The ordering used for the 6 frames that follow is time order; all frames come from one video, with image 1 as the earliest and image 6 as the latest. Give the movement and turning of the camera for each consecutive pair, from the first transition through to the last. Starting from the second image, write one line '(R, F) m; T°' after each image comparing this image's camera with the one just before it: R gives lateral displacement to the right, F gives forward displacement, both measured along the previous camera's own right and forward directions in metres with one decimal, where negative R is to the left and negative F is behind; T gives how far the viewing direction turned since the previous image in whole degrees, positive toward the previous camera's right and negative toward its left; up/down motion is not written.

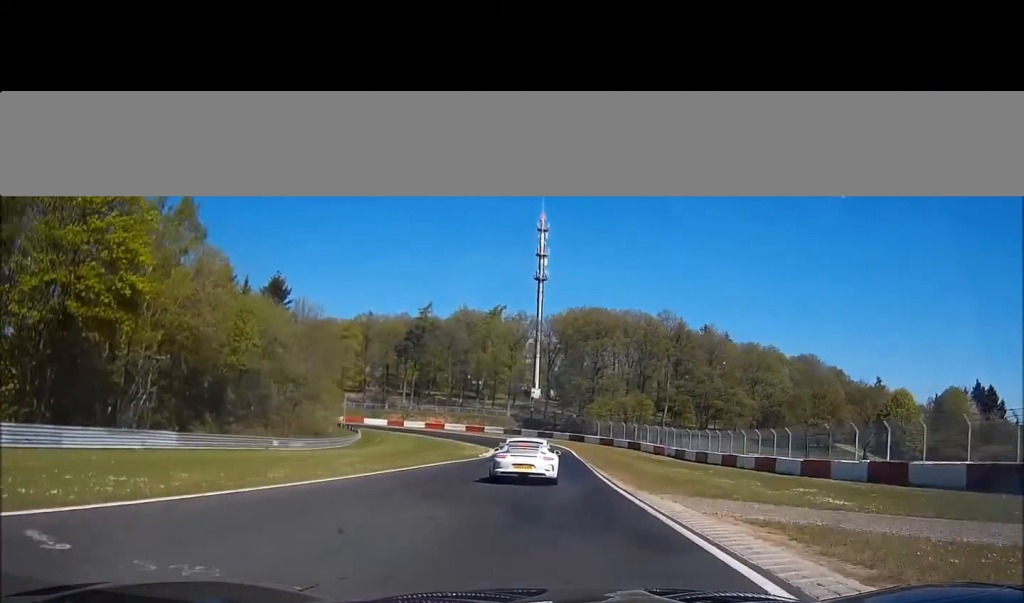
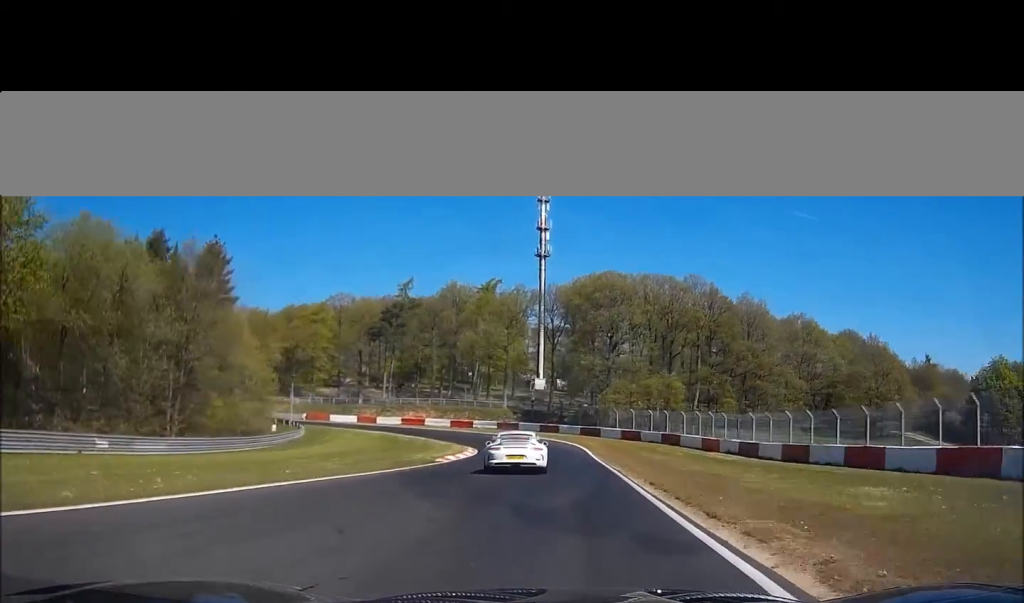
(-1.4, +23.4) m; -3°
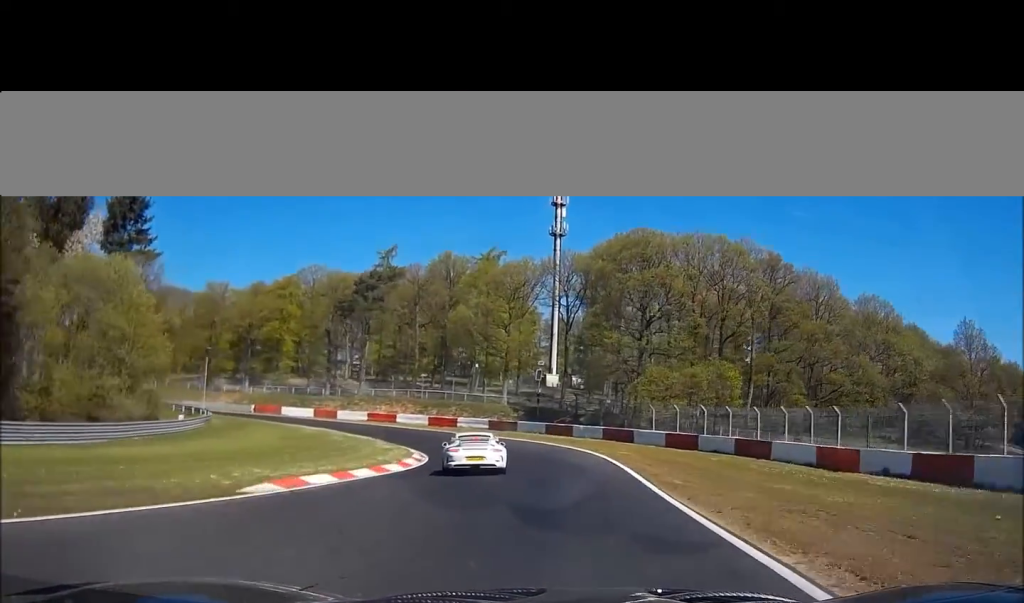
(-0.4, +23.8) m; -1°
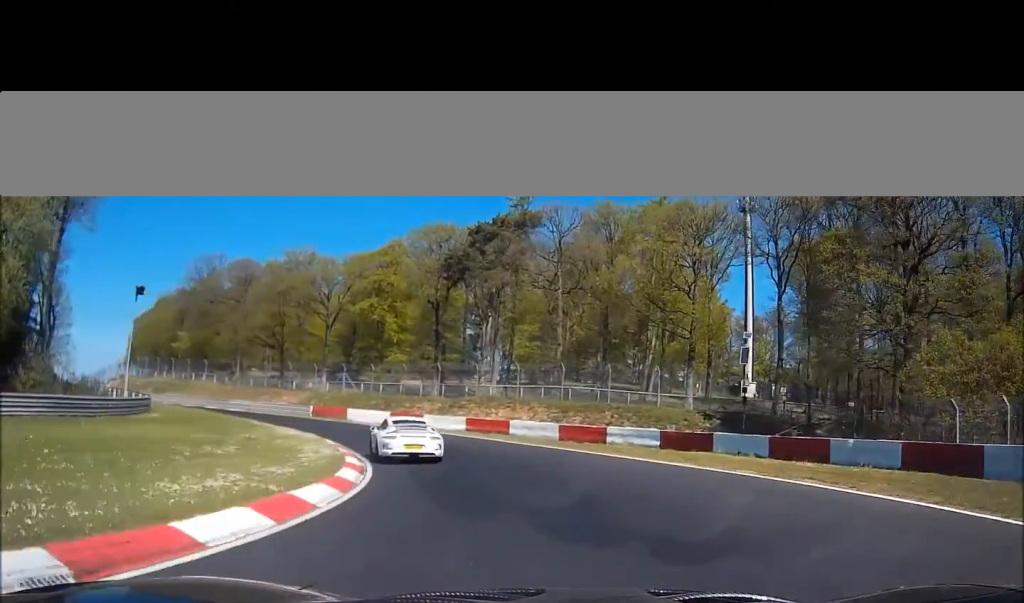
(0.0, +30.9) m; -6°
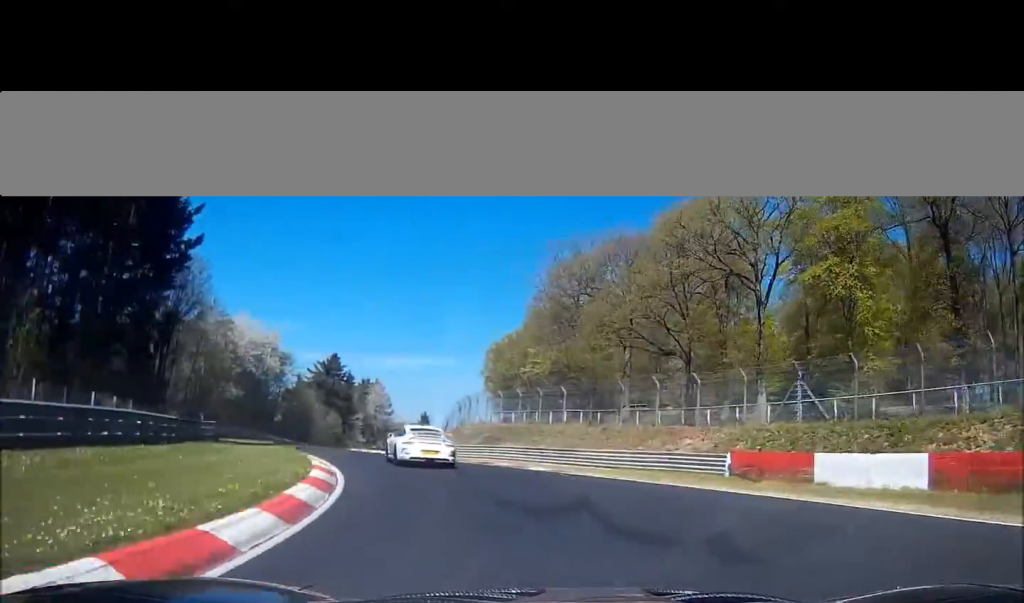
(-5.8, +37.7) m; -19°
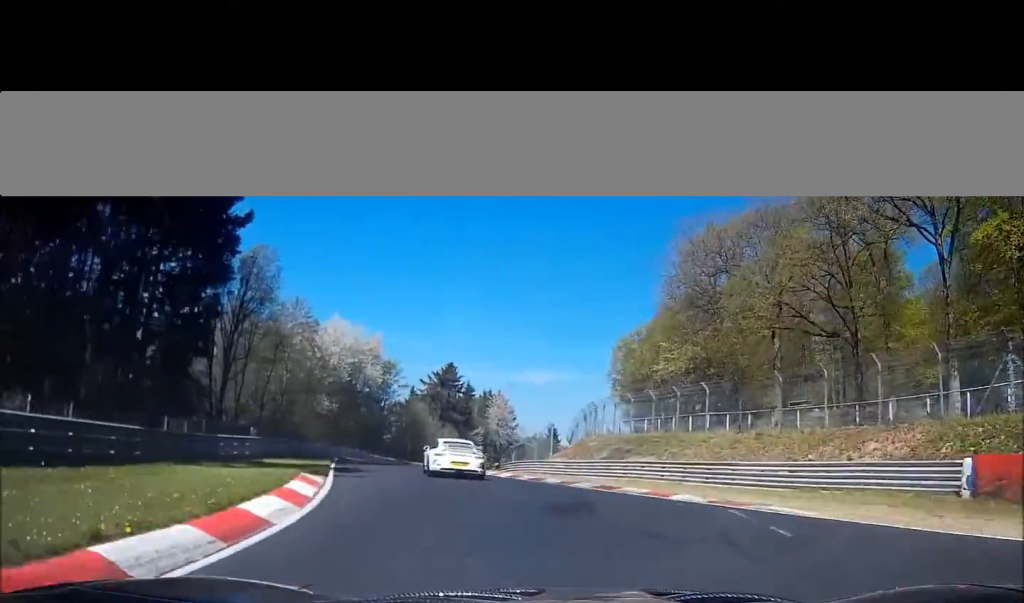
(-0.5, +10.5) m; -5°
